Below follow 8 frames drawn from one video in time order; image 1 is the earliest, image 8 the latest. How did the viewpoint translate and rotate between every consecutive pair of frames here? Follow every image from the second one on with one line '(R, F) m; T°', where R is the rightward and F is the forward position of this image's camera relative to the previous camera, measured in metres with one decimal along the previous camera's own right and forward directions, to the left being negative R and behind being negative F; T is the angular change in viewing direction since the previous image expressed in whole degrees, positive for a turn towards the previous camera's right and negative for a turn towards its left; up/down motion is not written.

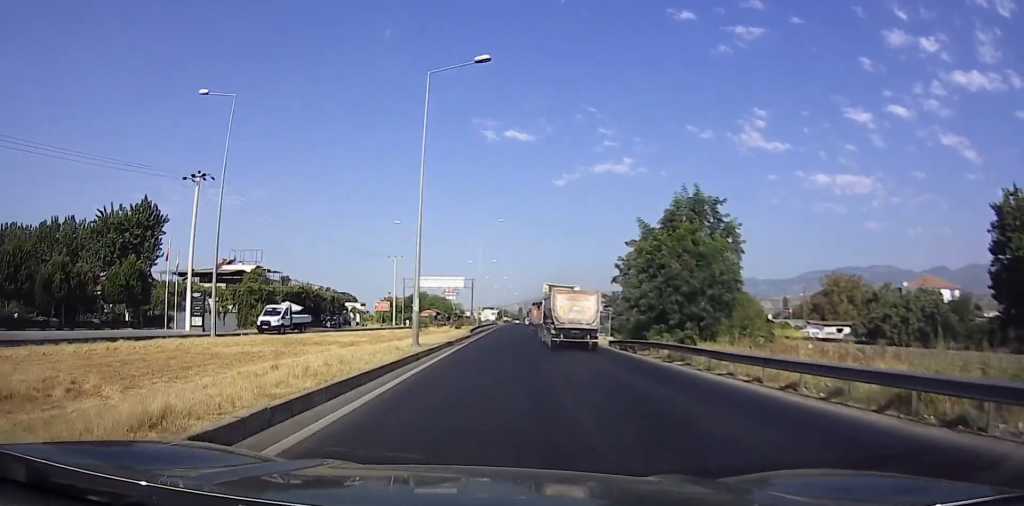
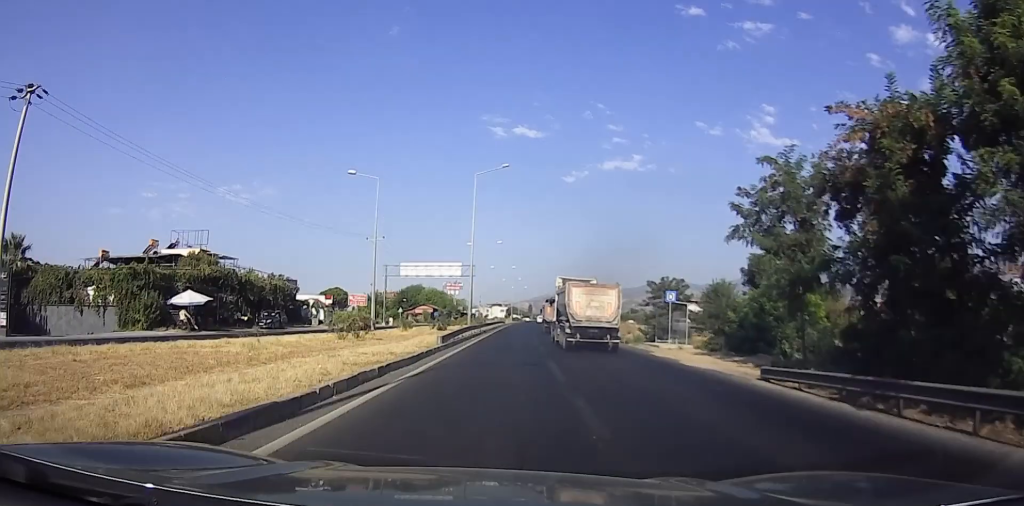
(-0.1, +20.9) m; -3°
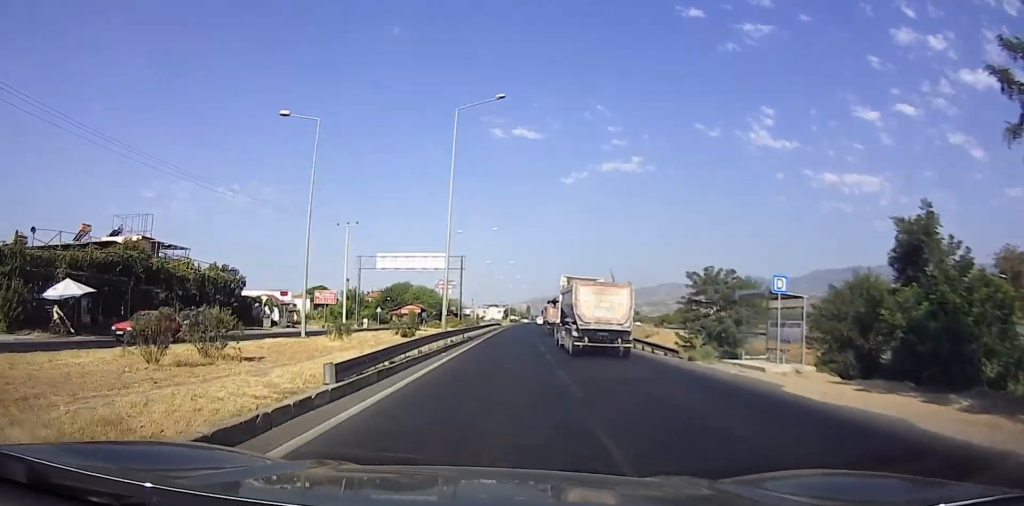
(-0.5, +13.3) m; -2°
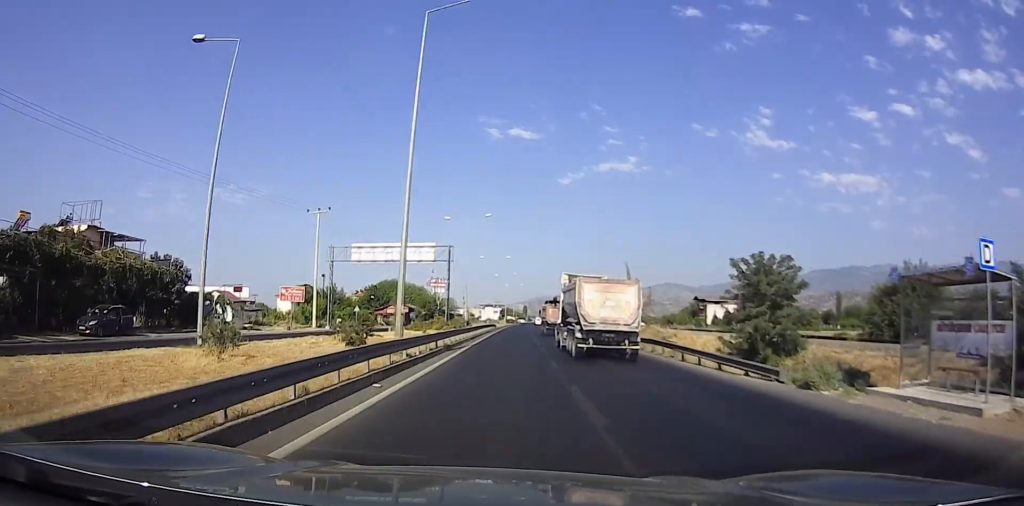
(0.0, +9.2) m; 0°
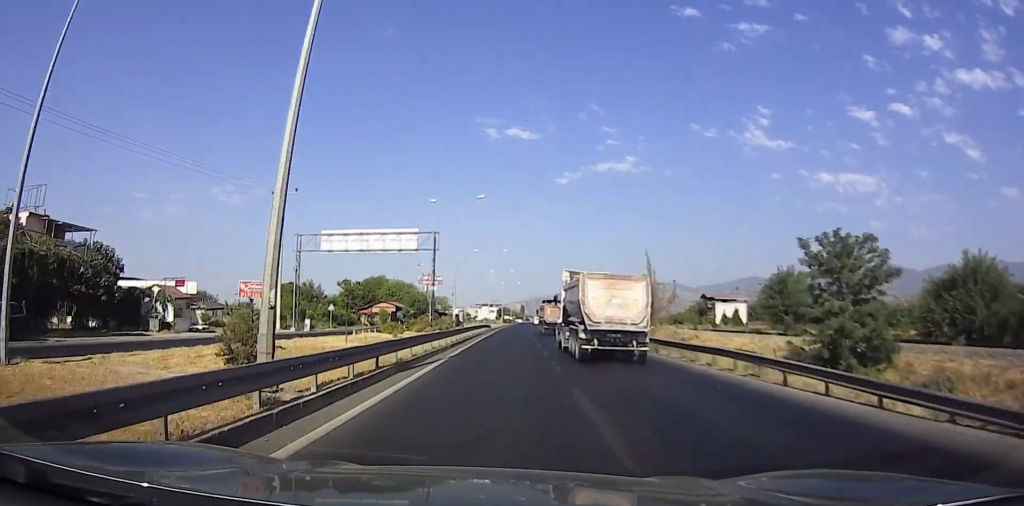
(0.0, +8.5) m; 0°
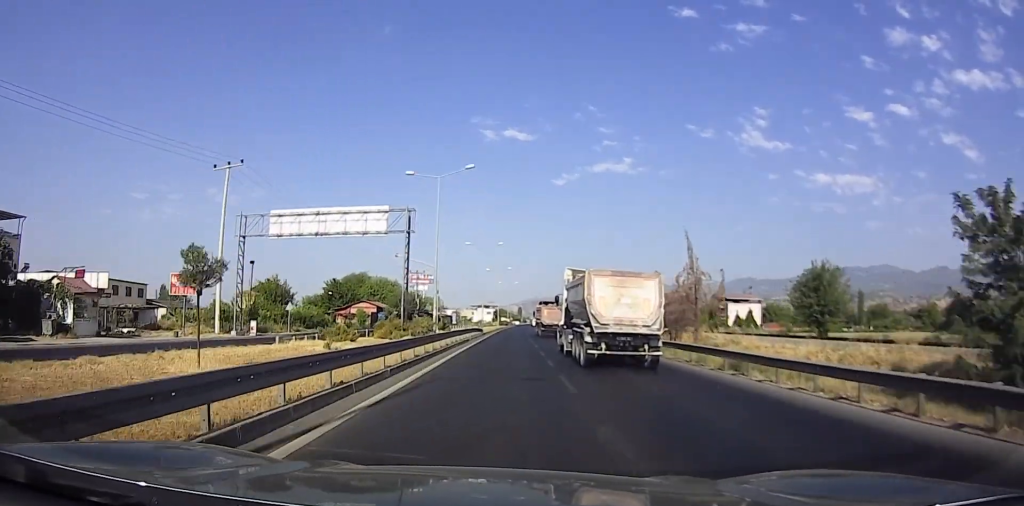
(0.0, +10.4) m; +1°
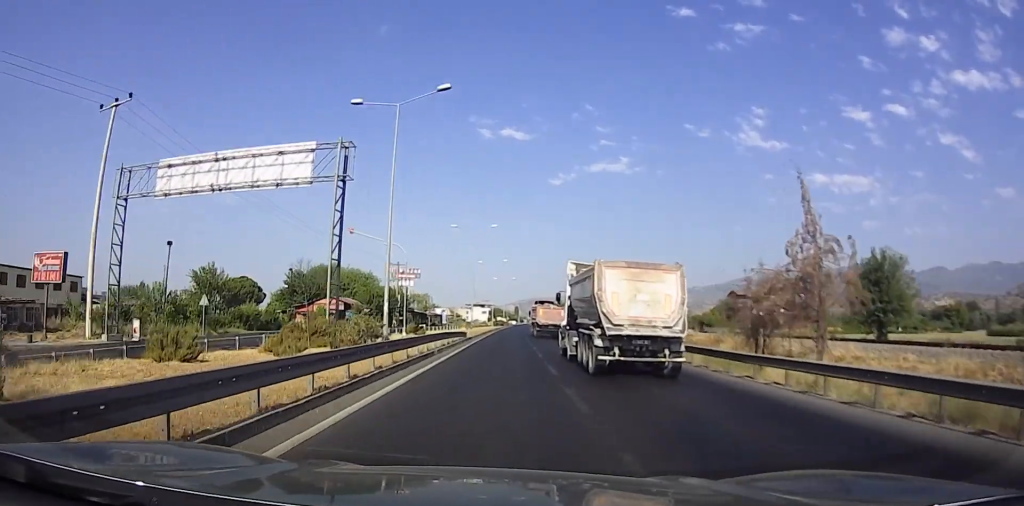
(0.0, +13.7) m; +2°
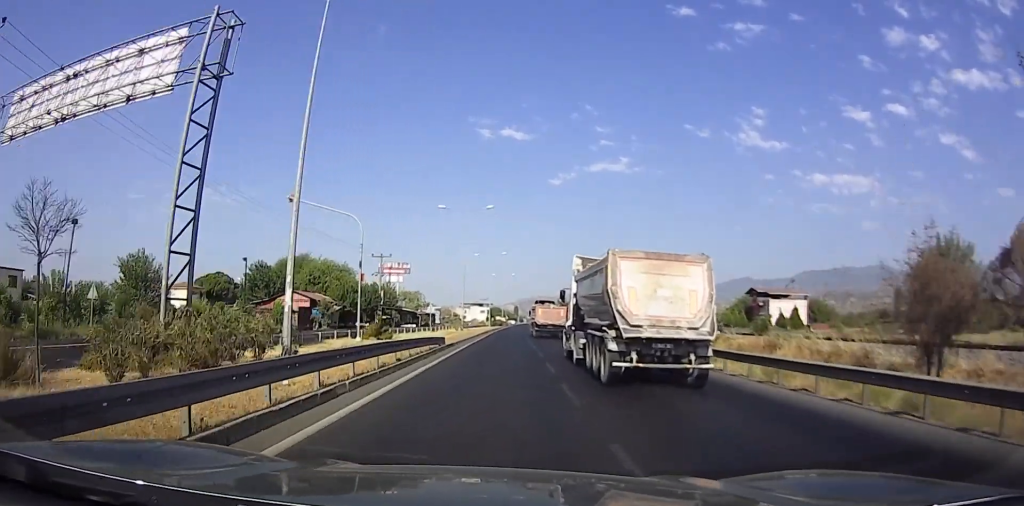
(+0.3, +11.0) m; +1°
